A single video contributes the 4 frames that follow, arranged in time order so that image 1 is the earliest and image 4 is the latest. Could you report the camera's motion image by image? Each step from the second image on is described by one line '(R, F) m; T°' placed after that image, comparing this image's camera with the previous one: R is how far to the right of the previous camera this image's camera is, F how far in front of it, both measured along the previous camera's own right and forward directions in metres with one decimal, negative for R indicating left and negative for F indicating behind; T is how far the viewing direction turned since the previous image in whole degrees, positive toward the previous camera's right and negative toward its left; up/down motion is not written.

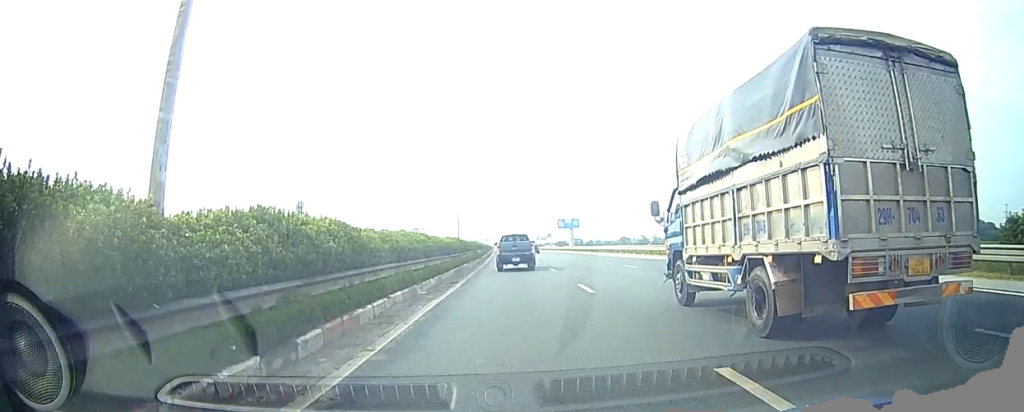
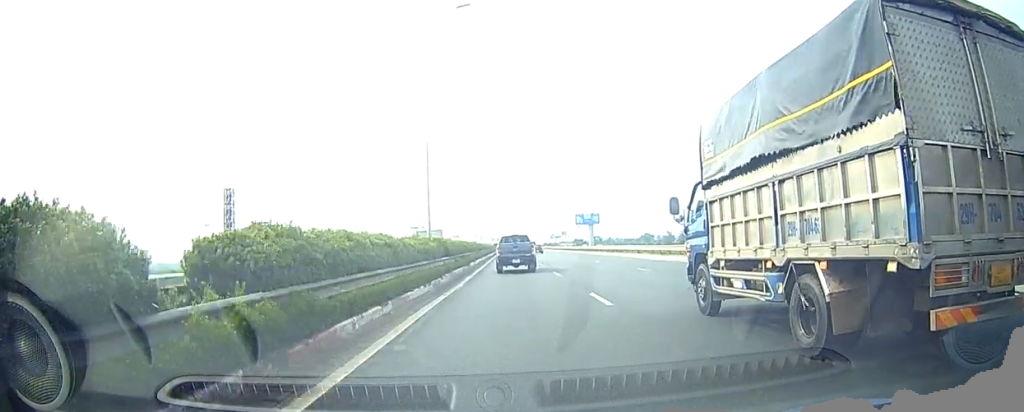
(0.0, +51.4) m; 0°
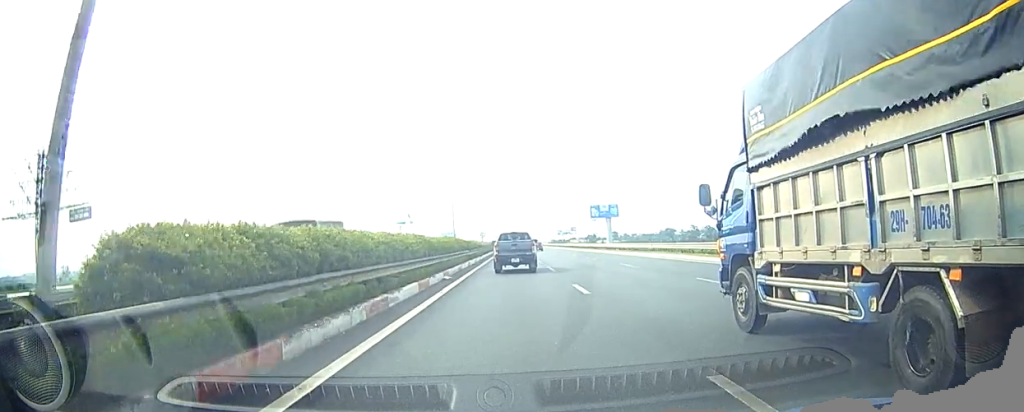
(-1.3, +60.0) m; -2°
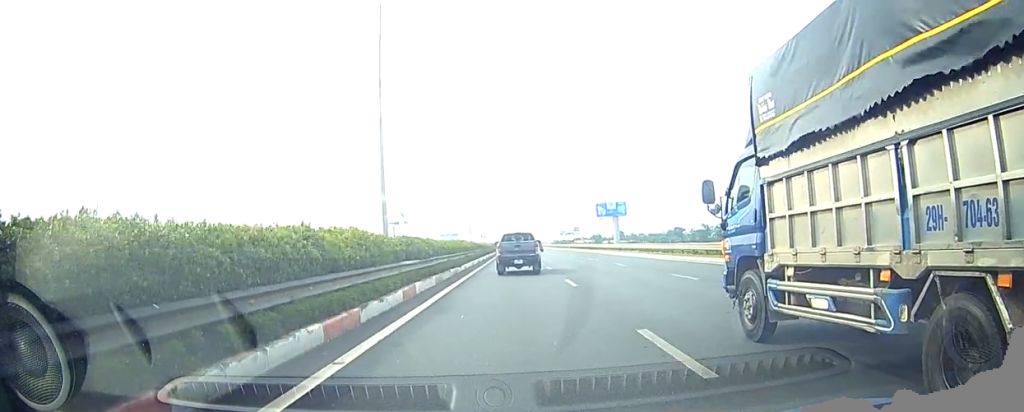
(+0.2, +24.6) m; +2°
